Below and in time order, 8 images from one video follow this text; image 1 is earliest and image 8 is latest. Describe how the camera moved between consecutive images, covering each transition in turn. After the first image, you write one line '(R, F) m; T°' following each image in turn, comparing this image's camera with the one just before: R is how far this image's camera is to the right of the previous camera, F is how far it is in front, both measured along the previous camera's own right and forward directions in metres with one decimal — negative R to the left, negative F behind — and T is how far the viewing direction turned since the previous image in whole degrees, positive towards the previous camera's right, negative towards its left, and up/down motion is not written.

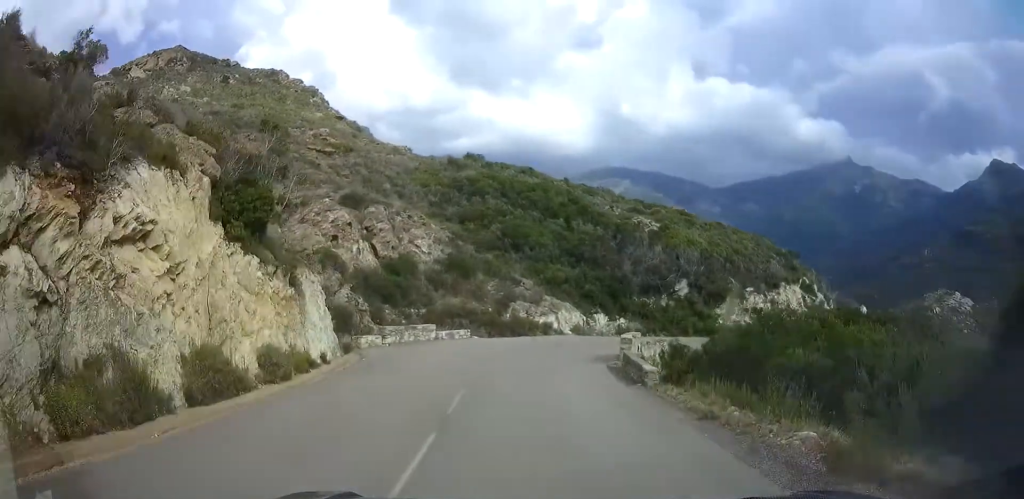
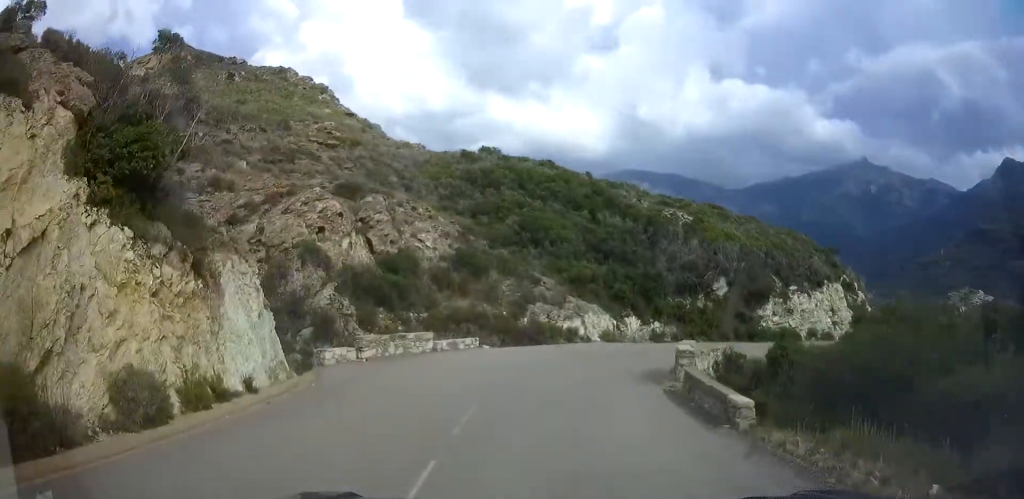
(-0.4, +5.4) m; +2°
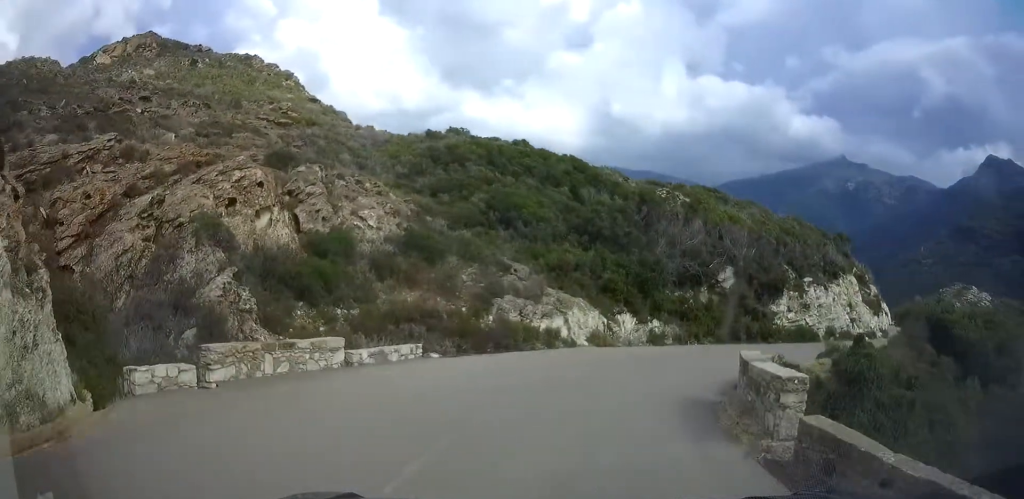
(+0.6, +7.3) m; +6°
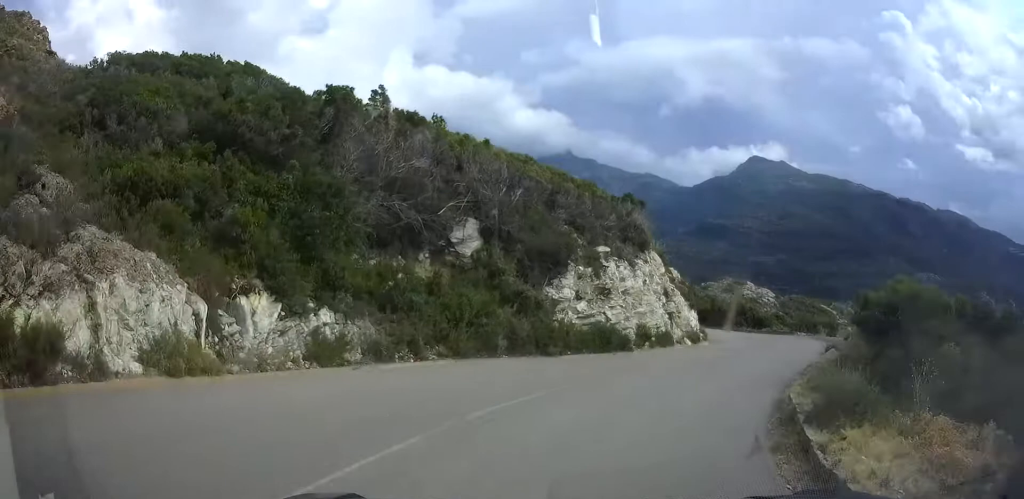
(+2.0, +16.4) m; +16°
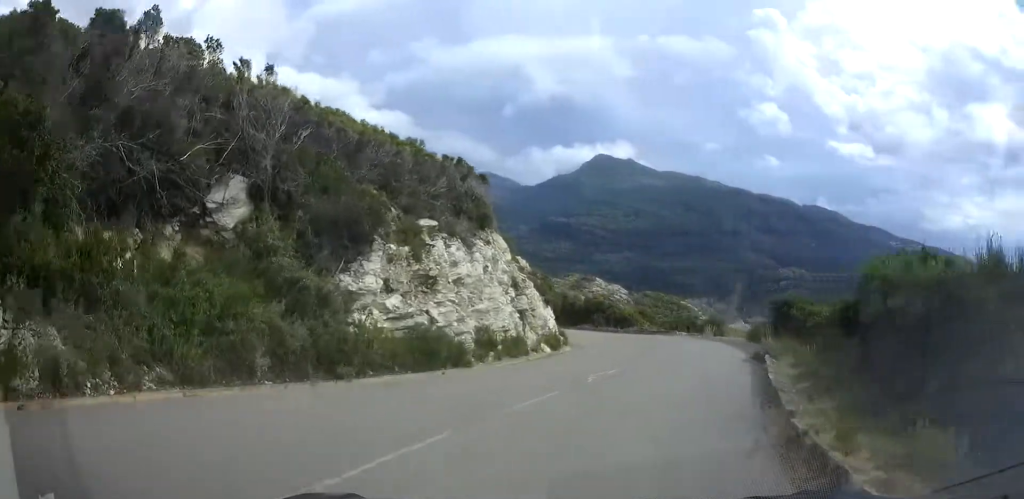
(+0.5, +7.3) m; +9°
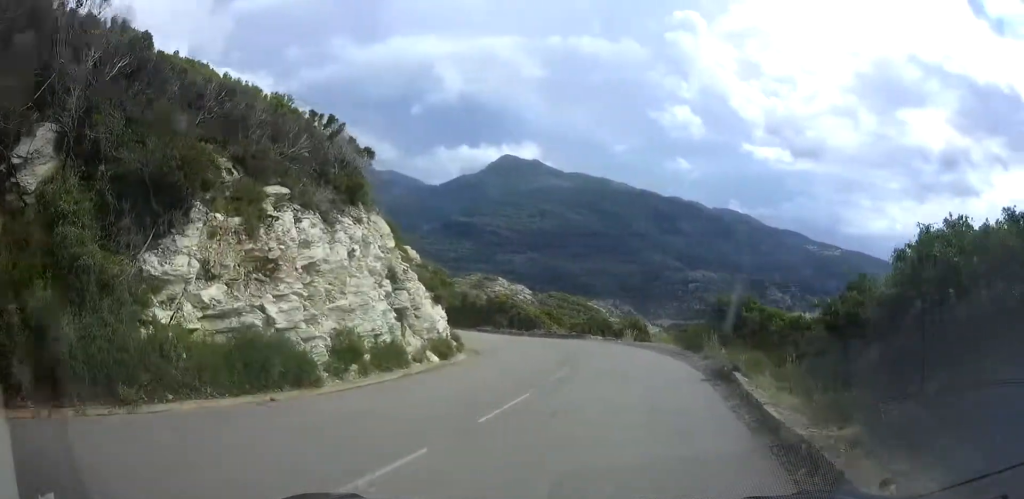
(+0.4, +4.8) m; +6°
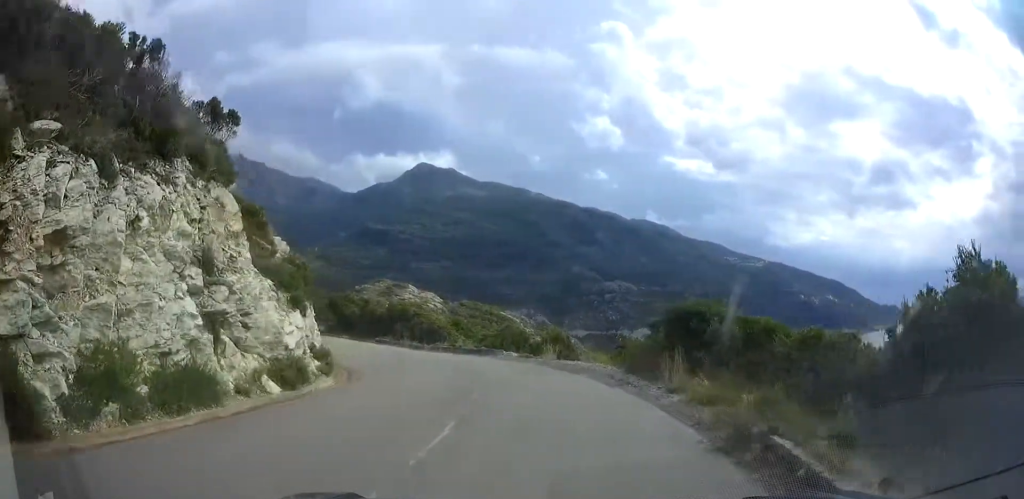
(+0.3, +6.2) m; +7°
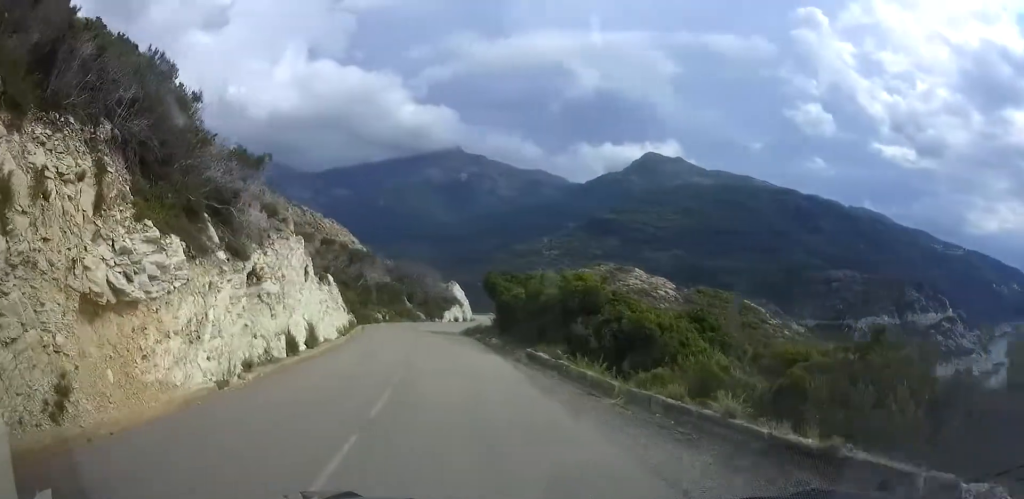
(-0.8, +24.1) m; -14°
